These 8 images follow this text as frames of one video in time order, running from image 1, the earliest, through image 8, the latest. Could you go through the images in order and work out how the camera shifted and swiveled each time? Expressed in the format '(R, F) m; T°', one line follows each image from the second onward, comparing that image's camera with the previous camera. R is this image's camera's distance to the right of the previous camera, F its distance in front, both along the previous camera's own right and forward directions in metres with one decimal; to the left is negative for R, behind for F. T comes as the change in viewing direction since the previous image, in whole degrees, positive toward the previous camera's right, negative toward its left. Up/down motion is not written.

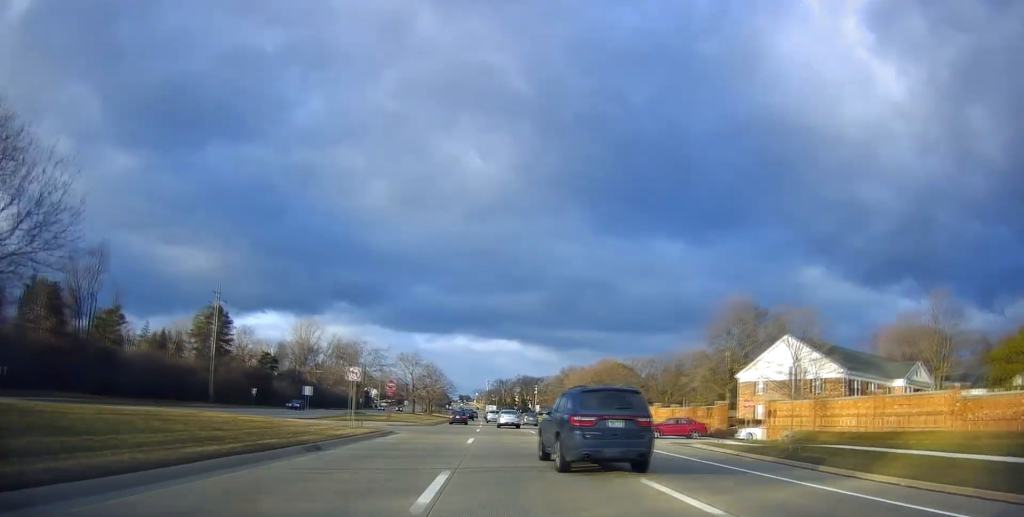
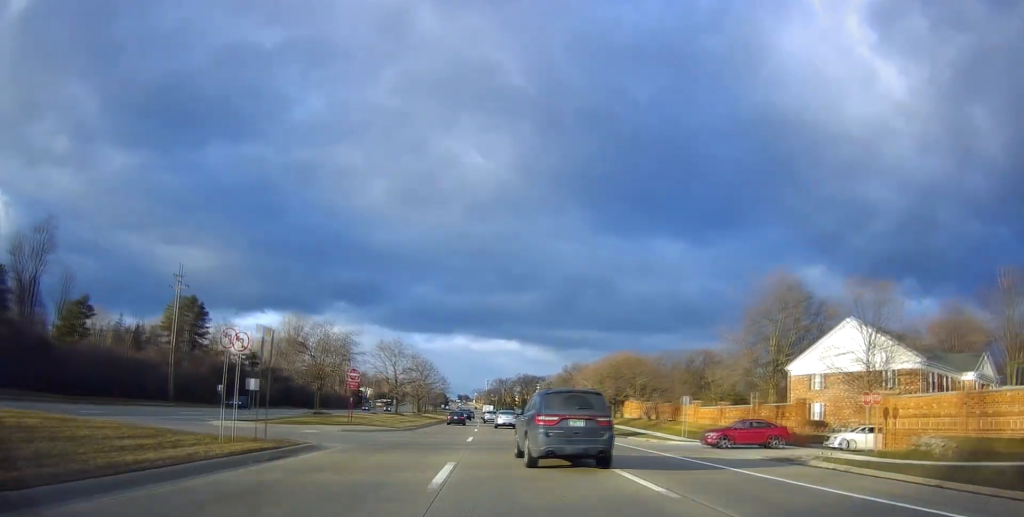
(+0.1, +13.2) m; 0°
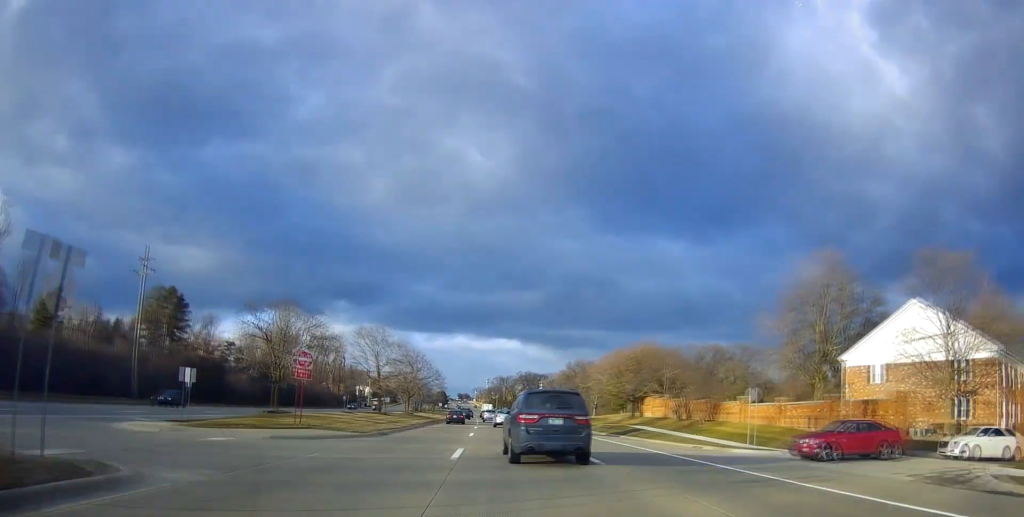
(+0.1, +10.1) m; 0°
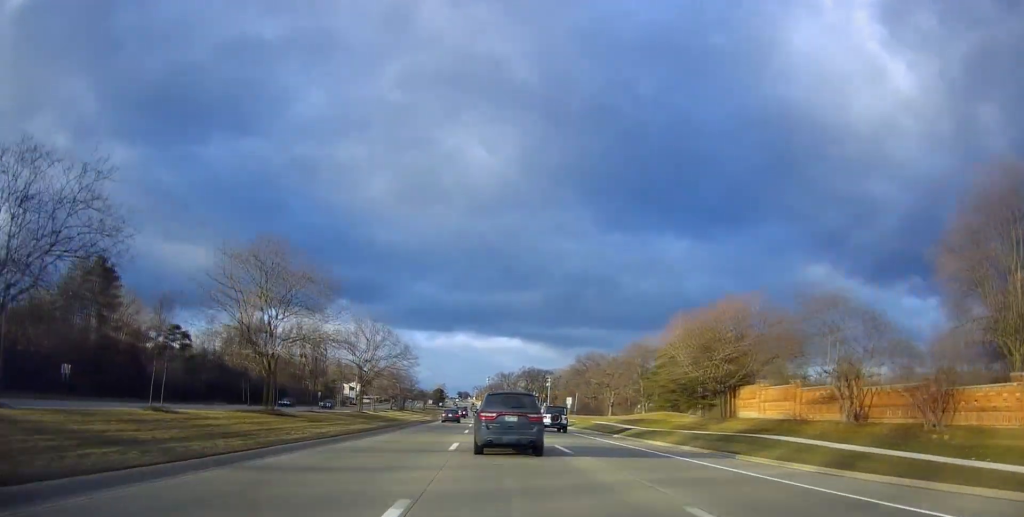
(0.0, +27.1) m; -1°
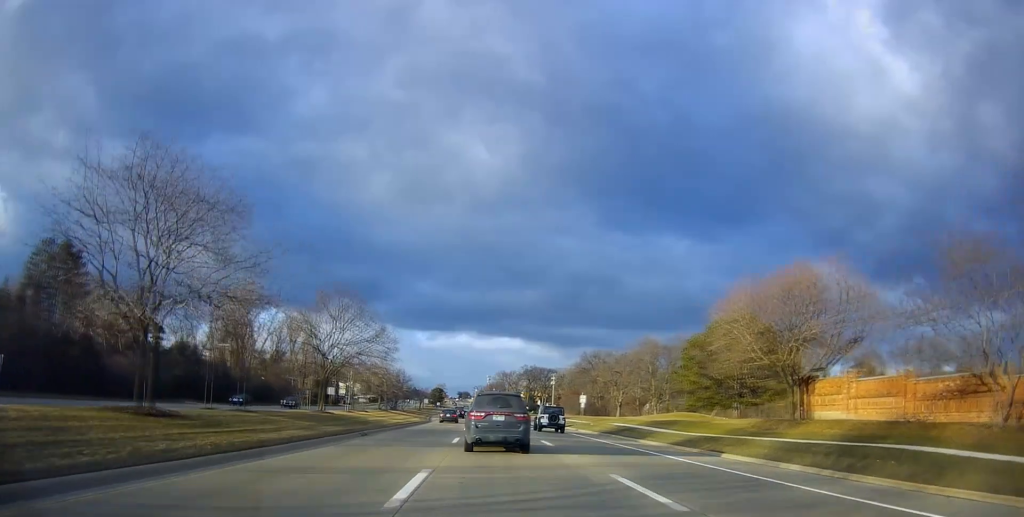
(-0.2, +10.8) m; 0°
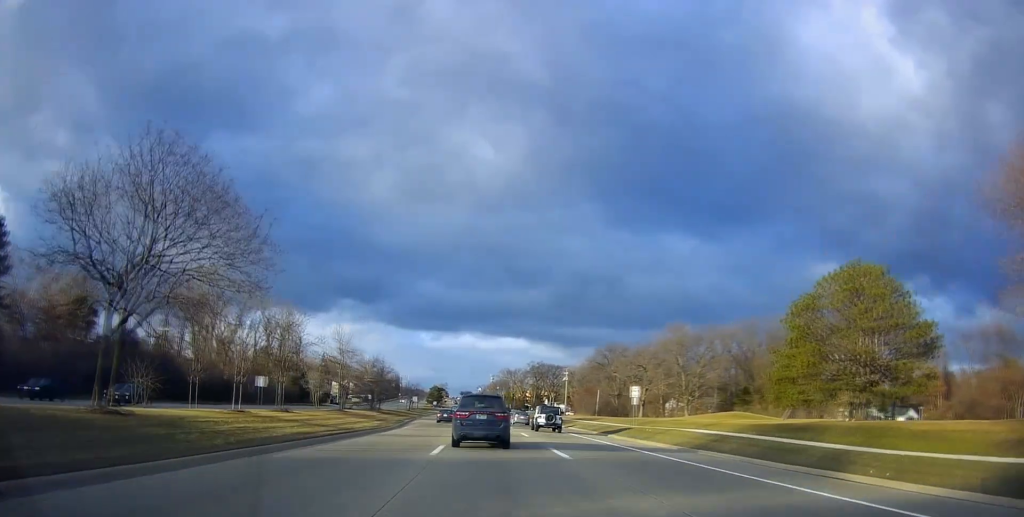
(0.0, +22.3) m; 0°
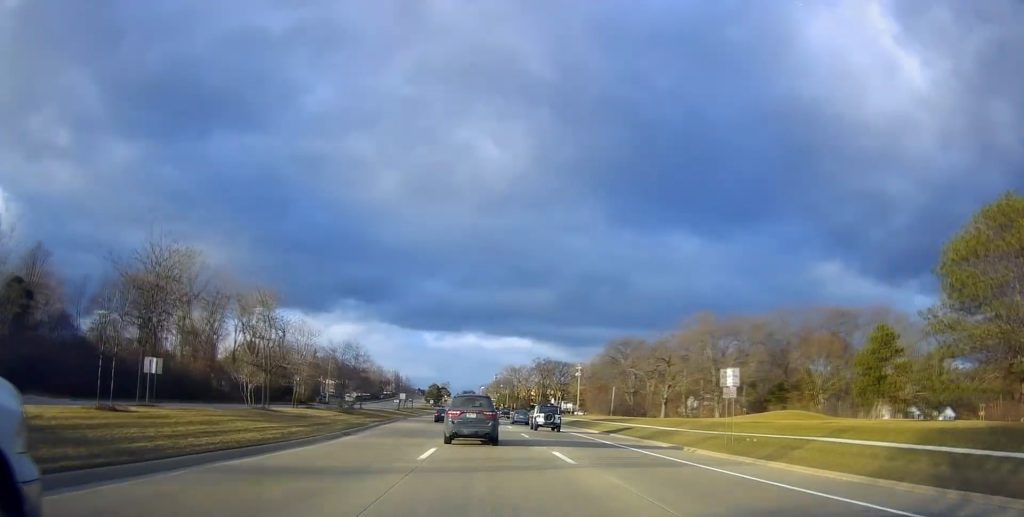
(+0.2, +16.8) m; 0°
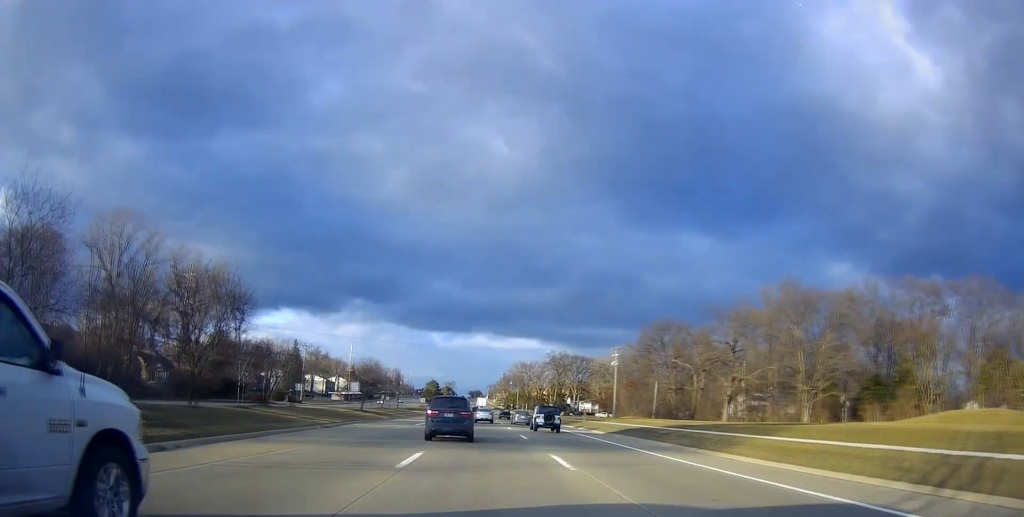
(-0.1, +32.9) m; -1°
